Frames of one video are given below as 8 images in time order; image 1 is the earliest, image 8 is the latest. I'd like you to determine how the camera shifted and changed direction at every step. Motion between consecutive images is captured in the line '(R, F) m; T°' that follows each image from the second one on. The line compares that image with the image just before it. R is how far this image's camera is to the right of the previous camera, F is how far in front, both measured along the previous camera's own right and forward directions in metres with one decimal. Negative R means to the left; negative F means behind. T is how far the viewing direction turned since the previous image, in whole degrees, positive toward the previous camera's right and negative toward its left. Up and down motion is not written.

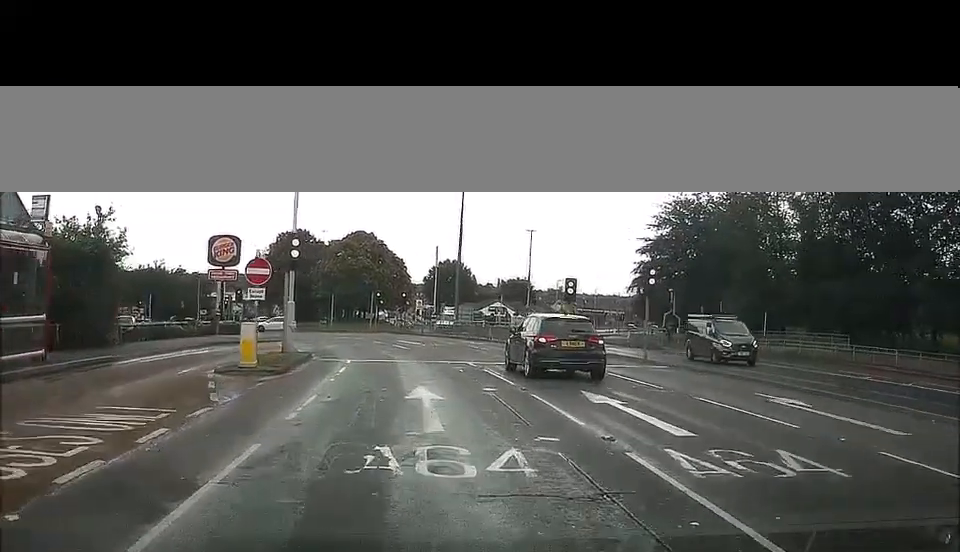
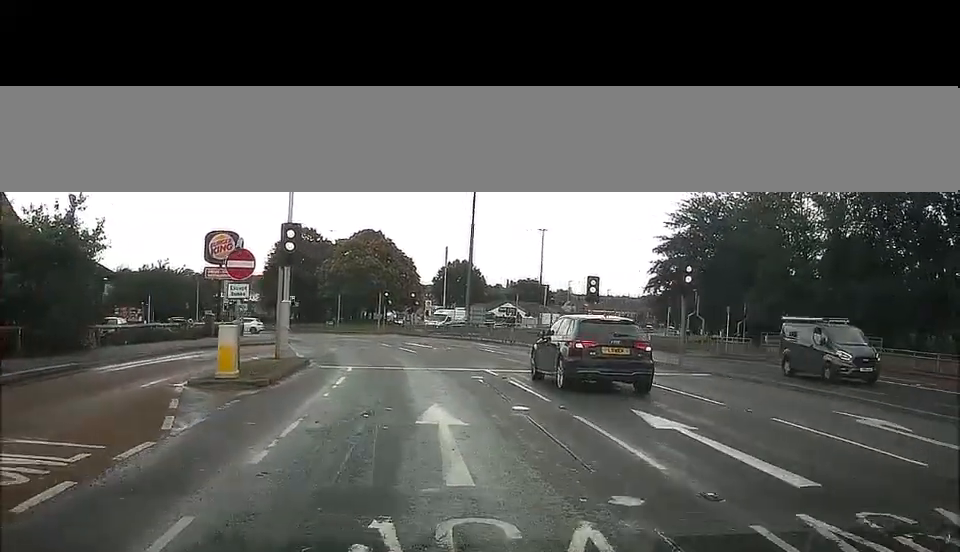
(-0.1, +3.1) m; -3°
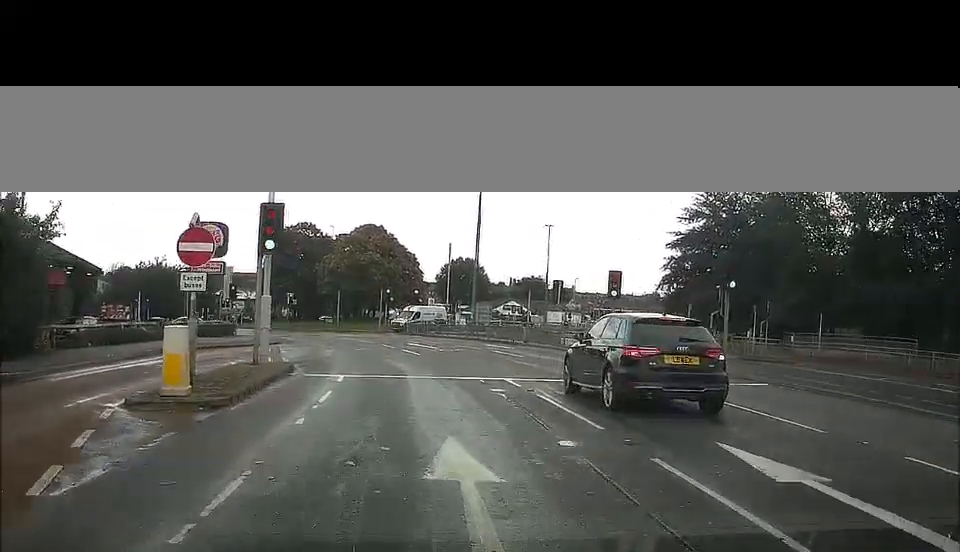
(-0.1, +3.8) m; -2°
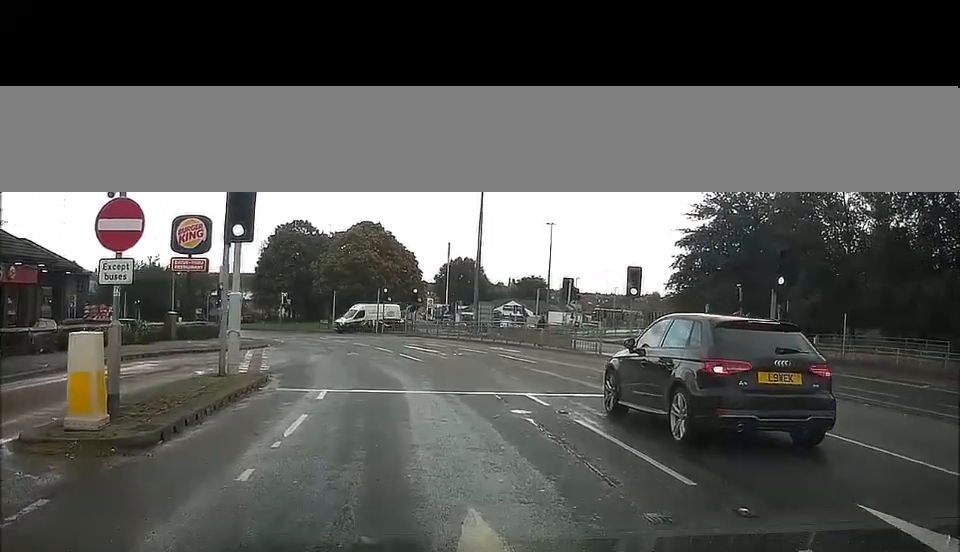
(-0.2, +3.7) m; -1°
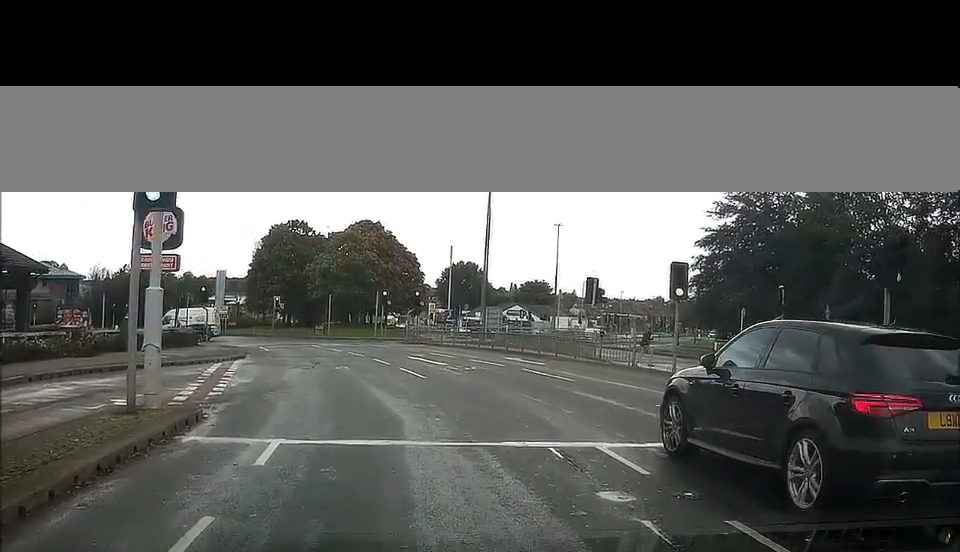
(+0.1, +6.4) m; -4°
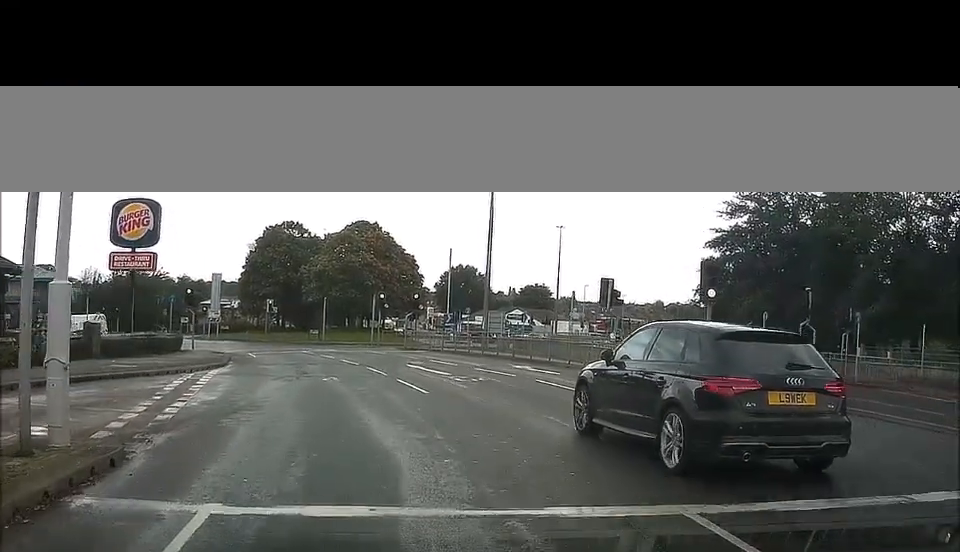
(-0.1, +3.1) m; +5°
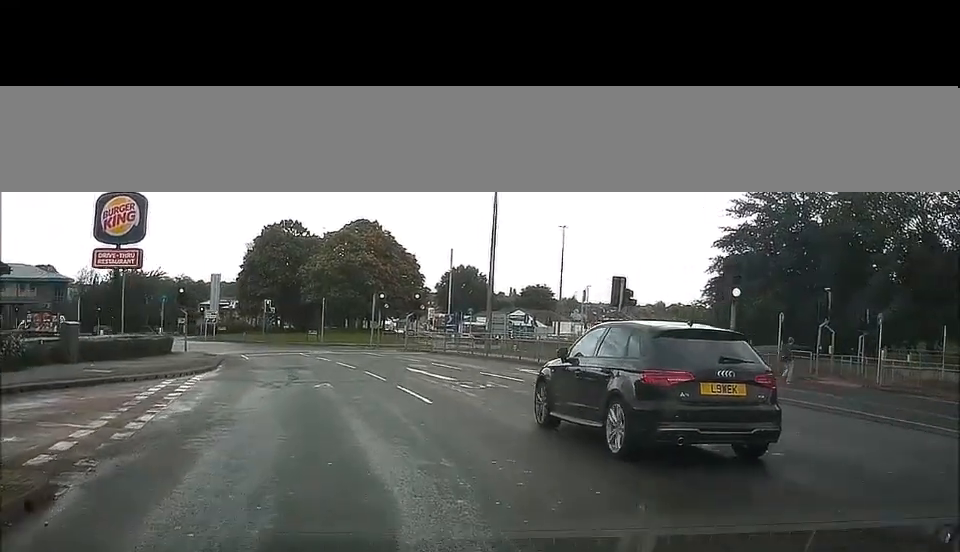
(+0.1, +1.7) m; +4°
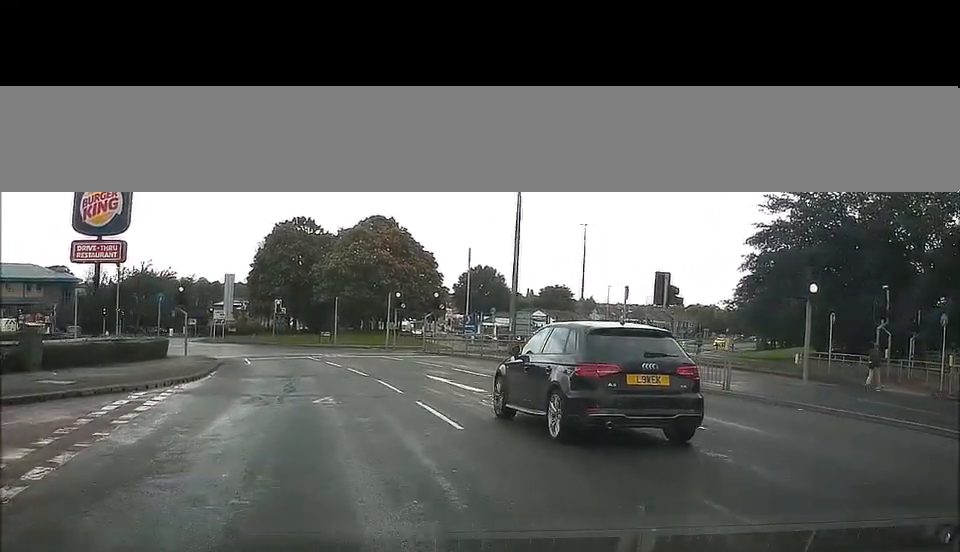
(+0.1, +2.9) m; +4°
